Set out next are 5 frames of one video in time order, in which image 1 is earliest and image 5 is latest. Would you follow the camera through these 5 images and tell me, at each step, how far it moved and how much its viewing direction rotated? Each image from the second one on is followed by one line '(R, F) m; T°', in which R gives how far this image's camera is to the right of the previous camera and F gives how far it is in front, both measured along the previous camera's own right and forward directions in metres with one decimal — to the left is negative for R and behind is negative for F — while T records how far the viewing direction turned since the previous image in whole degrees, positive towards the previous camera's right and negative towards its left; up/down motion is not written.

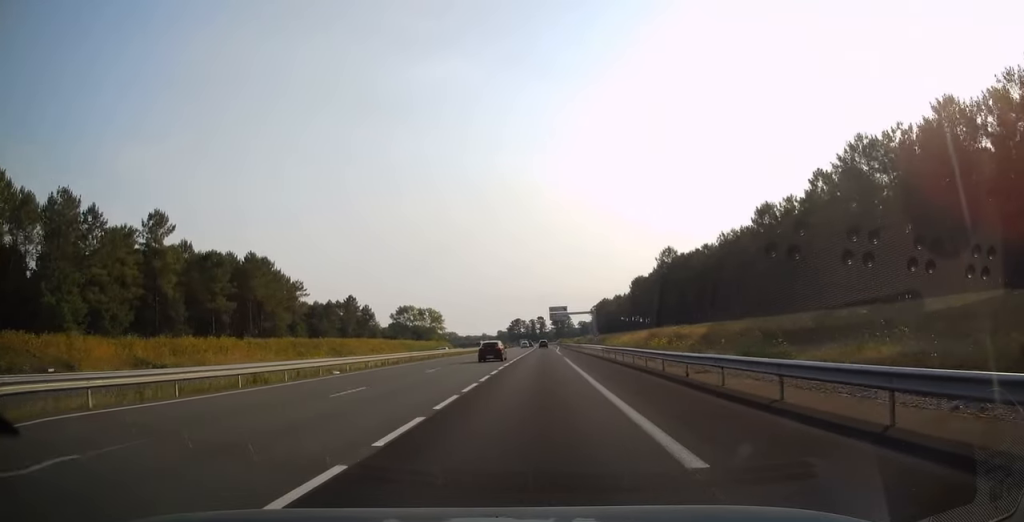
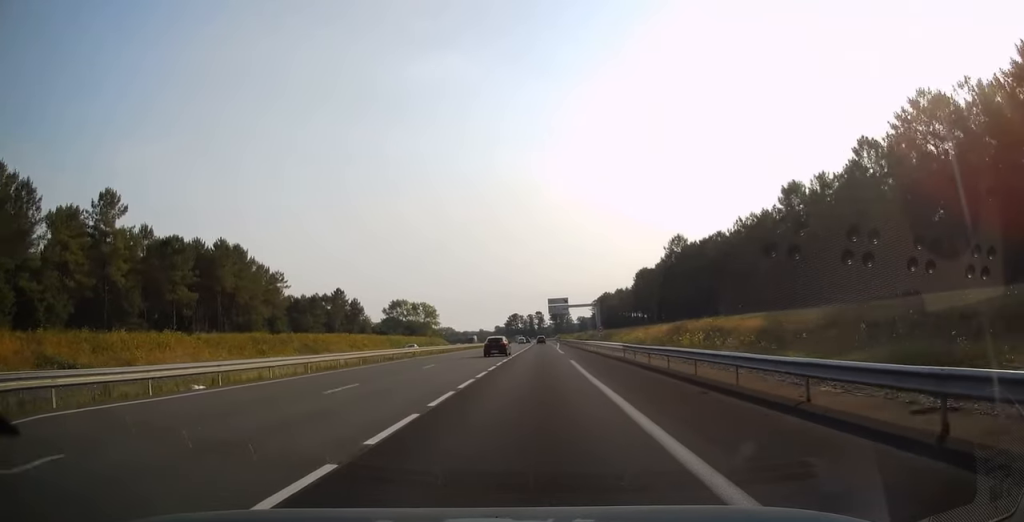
(+0.2, +13.3) m; 0°
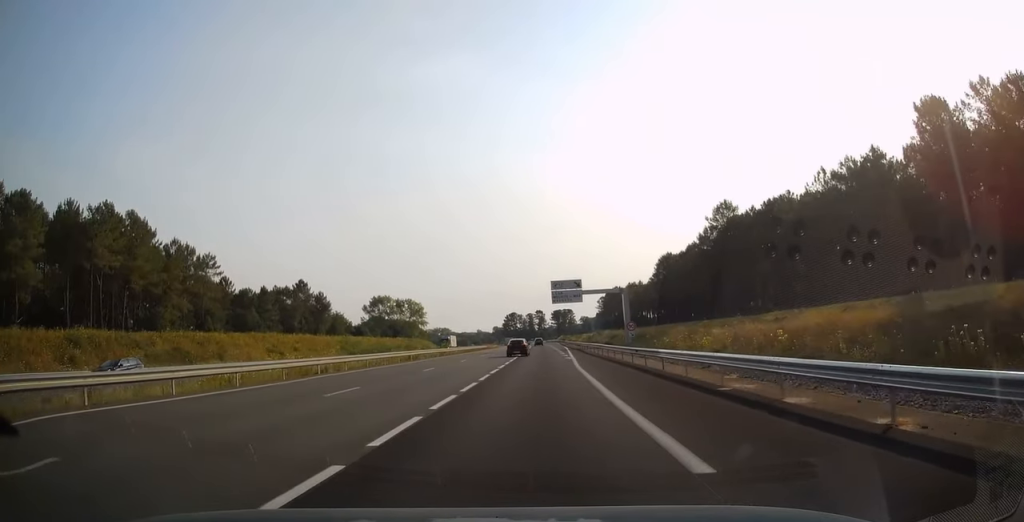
(-0.3, +39.1) m; -1°
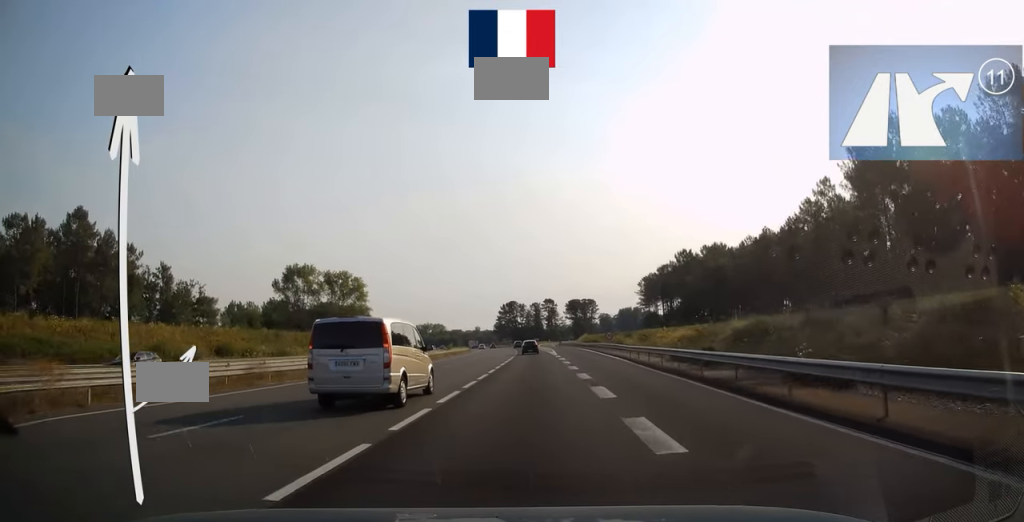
(-0.7, +111.8) m; -2°
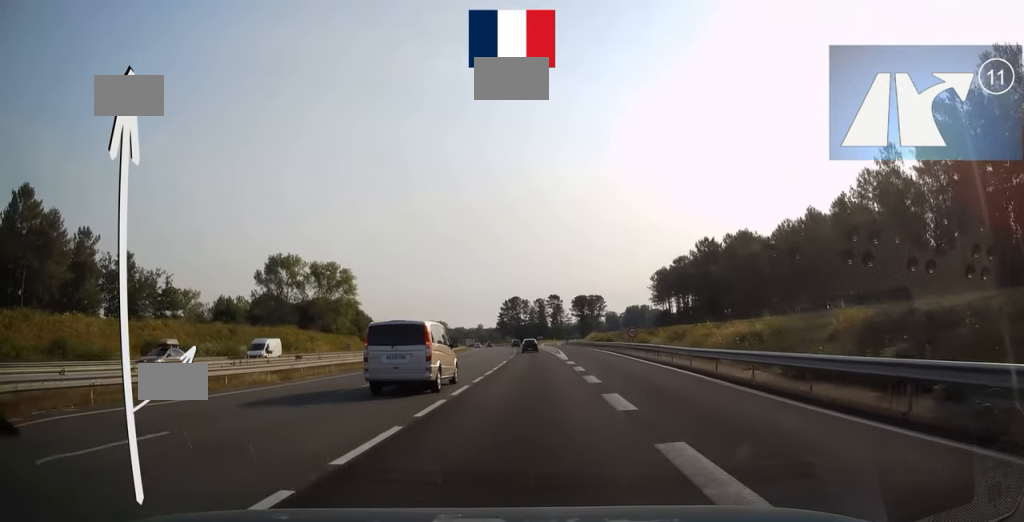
(+0.1, +15.8) m; 0°
